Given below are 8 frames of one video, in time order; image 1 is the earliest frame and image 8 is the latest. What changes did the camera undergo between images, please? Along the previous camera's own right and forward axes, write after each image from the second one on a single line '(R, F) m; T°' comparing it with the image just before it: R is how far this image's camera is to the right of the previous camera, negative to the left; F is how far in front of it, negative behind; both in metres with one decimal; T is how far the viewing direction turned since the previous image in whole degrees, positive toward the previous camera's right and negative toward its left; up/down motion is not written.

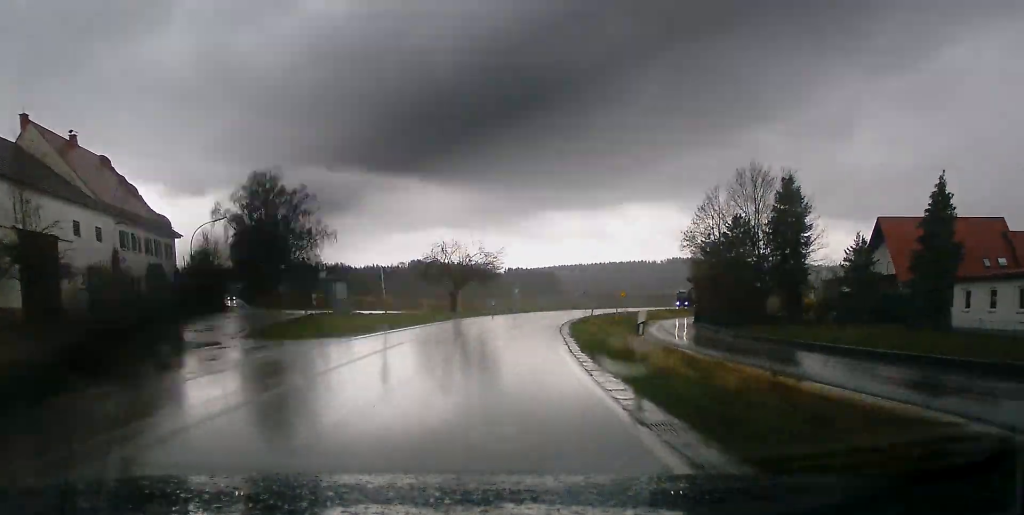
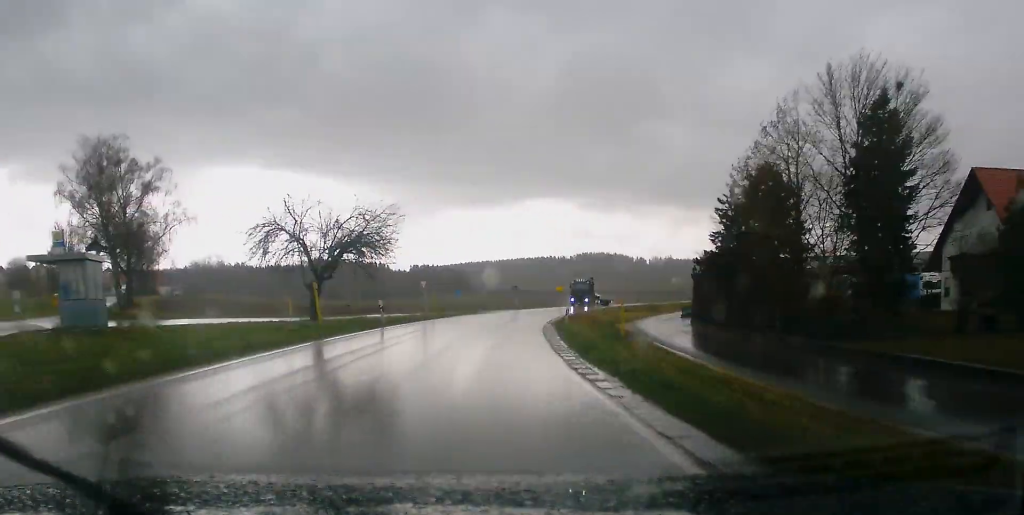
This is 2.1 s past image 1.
(+1.1, +28.1) m; +5°
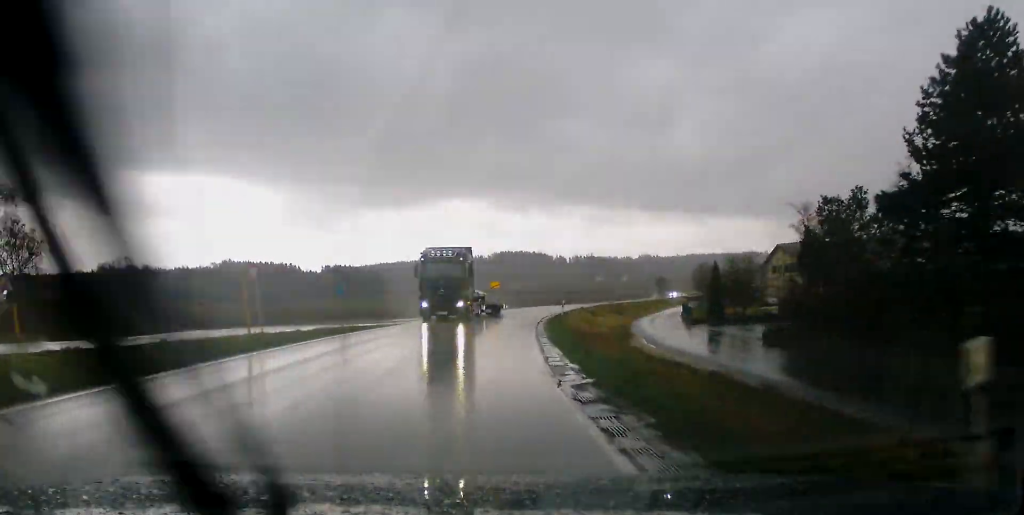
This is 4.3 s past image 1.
(+1.5, +30.1) m; +6°
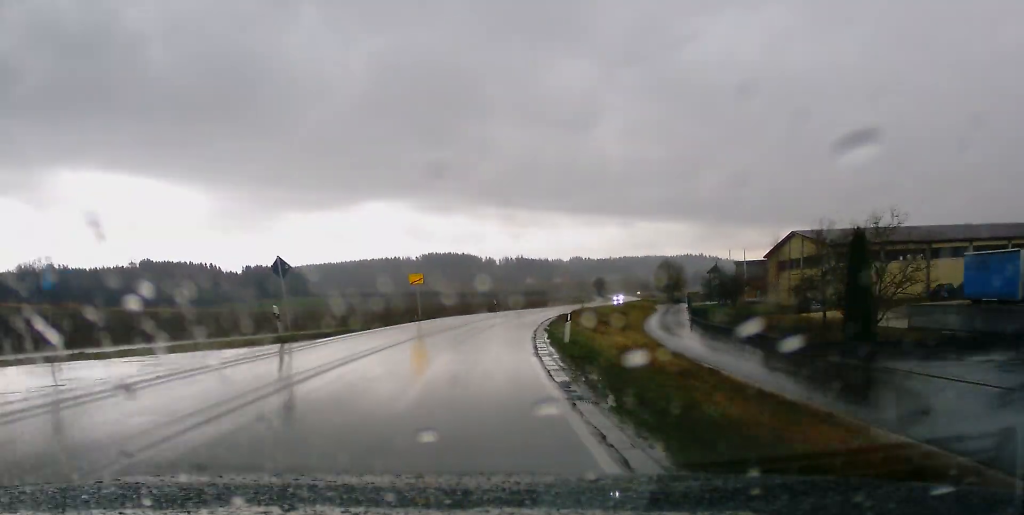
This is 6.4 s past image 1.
(+1.4, +29.4) m; +6°
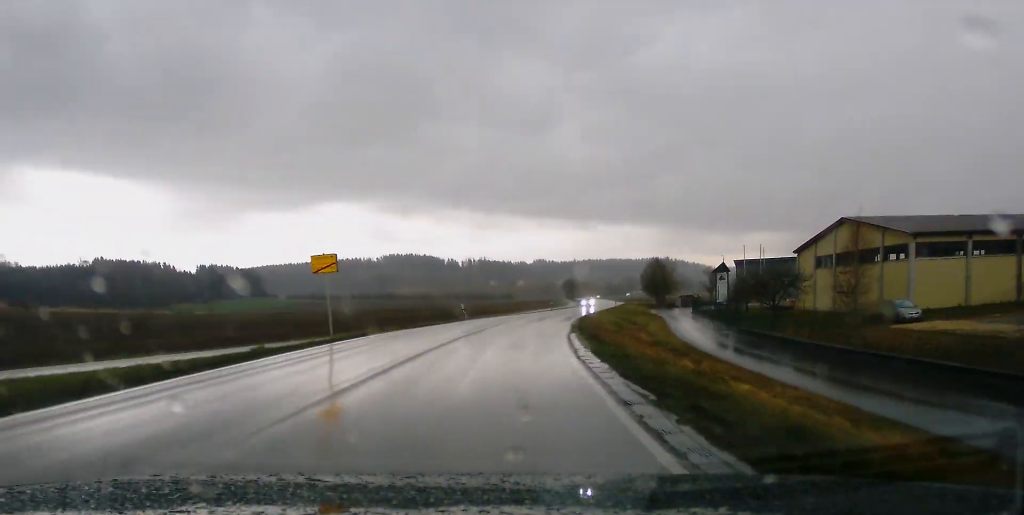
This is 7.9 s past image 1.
(+0.6, +21.9) m; +4°
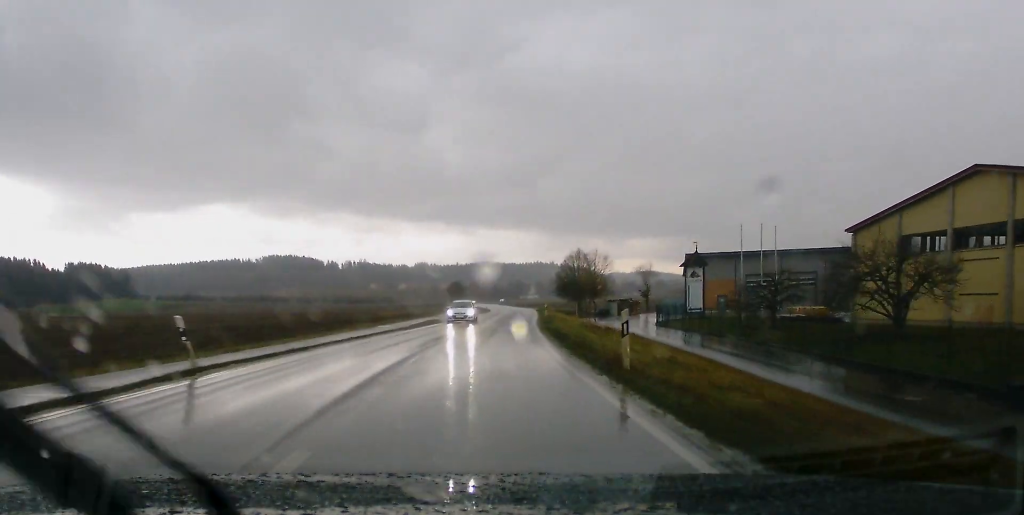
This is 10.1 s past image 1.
(+2.0, +36.5) m; +5°
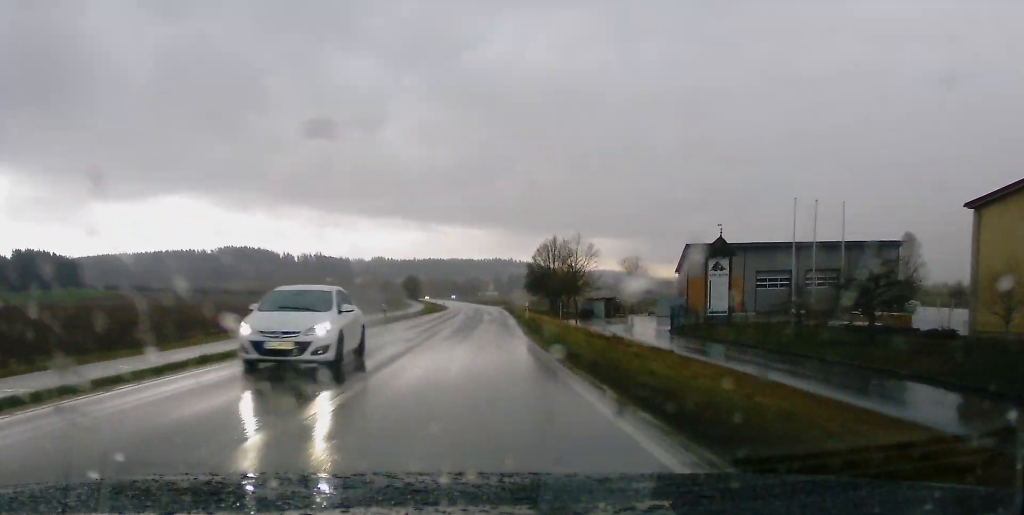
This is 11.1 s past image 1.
(+0.5, +18.4) m; +2°
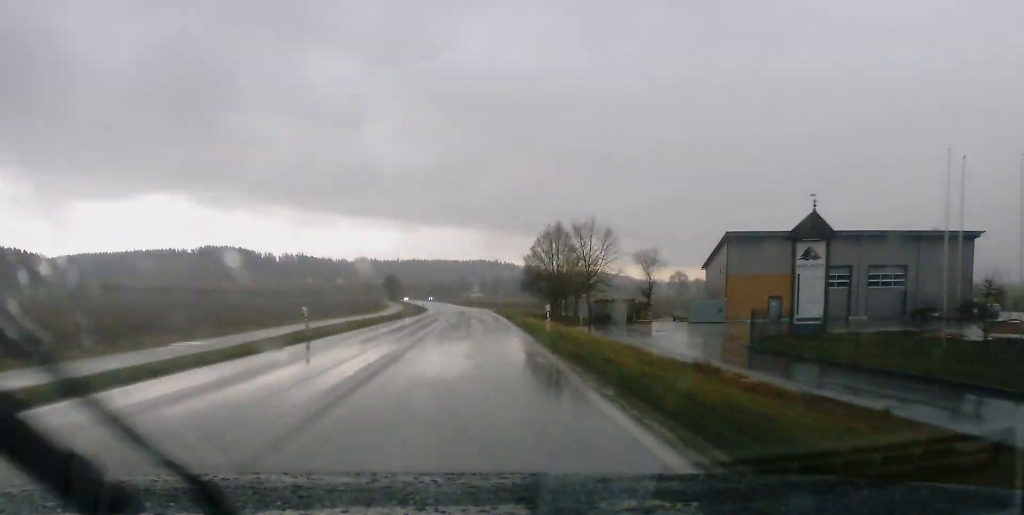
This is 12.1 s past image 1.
(+0.2, +17.4) m; +1°
